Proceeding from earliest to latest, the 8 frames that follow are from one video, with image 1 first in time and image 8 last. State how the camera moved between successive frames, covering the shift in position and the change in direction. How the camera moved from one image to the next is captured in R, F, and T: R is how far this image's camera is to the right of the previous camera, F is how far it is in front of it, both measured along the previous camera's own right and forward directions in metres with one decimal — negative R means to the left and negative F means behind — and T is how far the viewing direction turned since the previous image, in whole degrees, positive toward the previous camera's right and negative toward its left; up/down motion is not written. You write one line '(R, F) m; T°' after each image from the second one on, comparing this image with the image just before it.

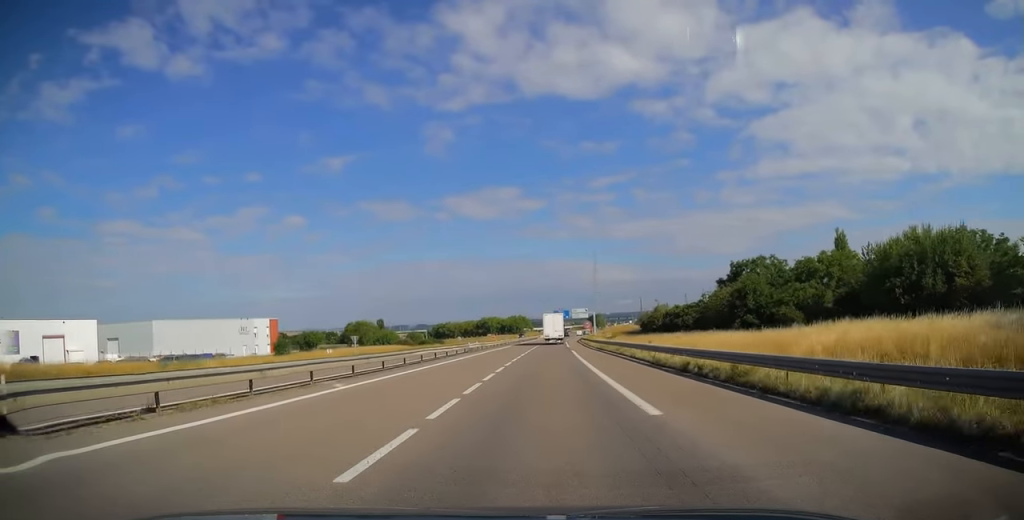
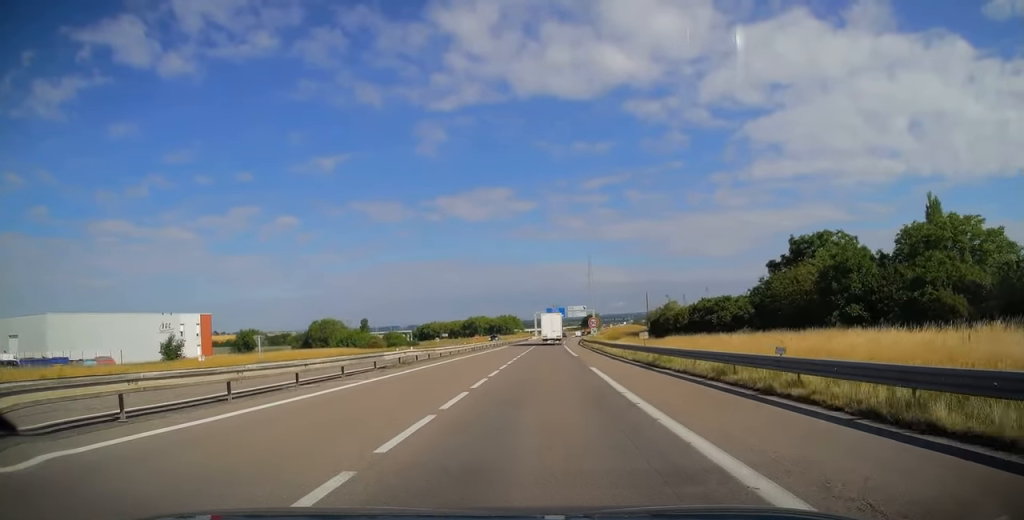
(+0.2, +25.1) m; +1°
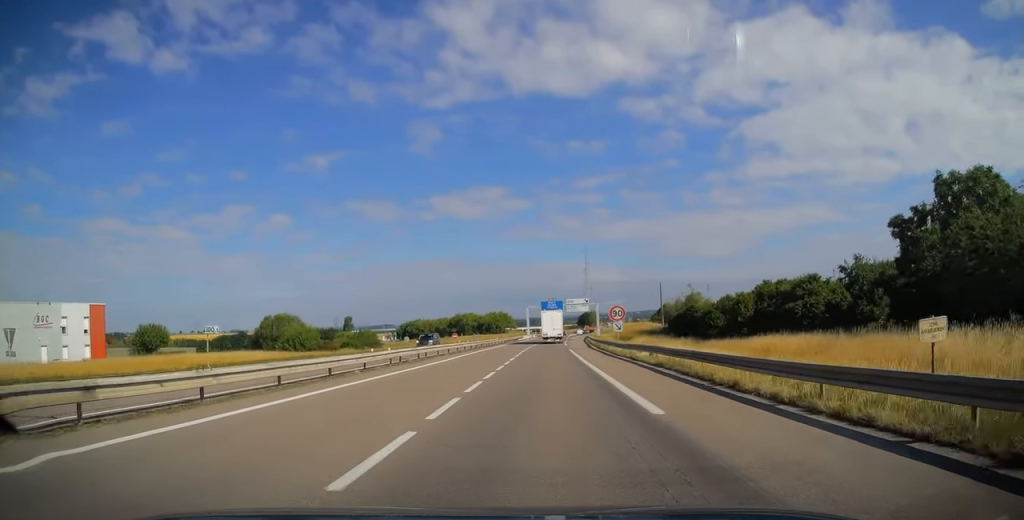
(+0.1, +28.5) m; +1°
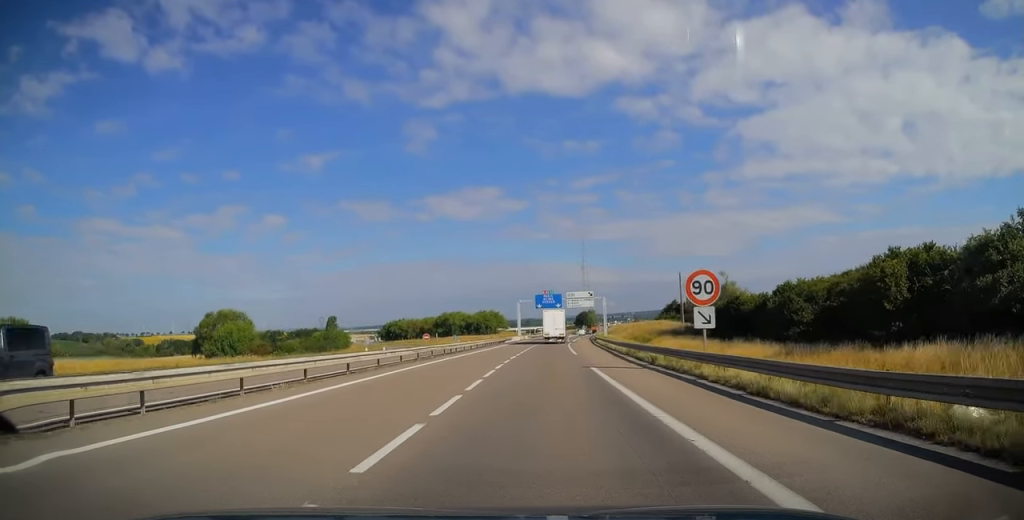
(+0.2, +26.0) m; +1°
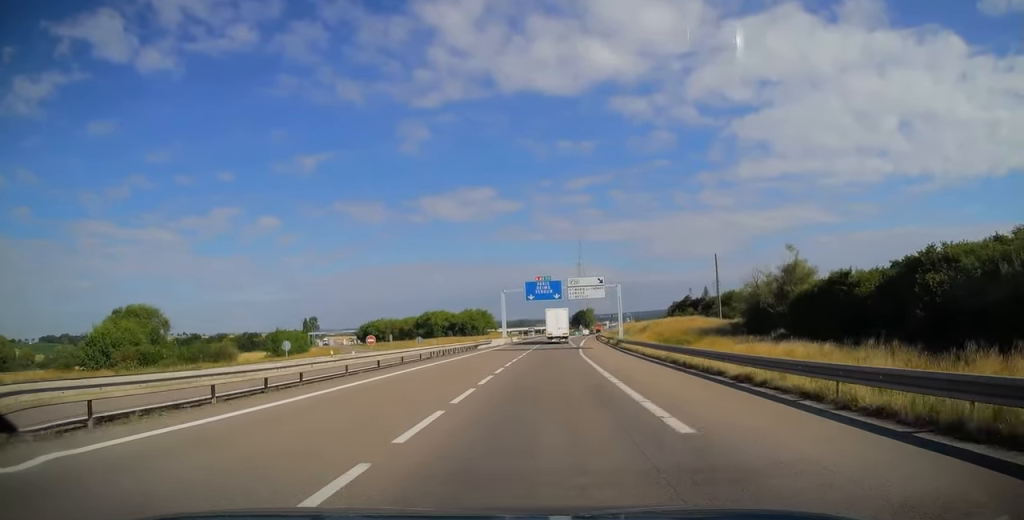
(+0.2, +29.4) m; +1°
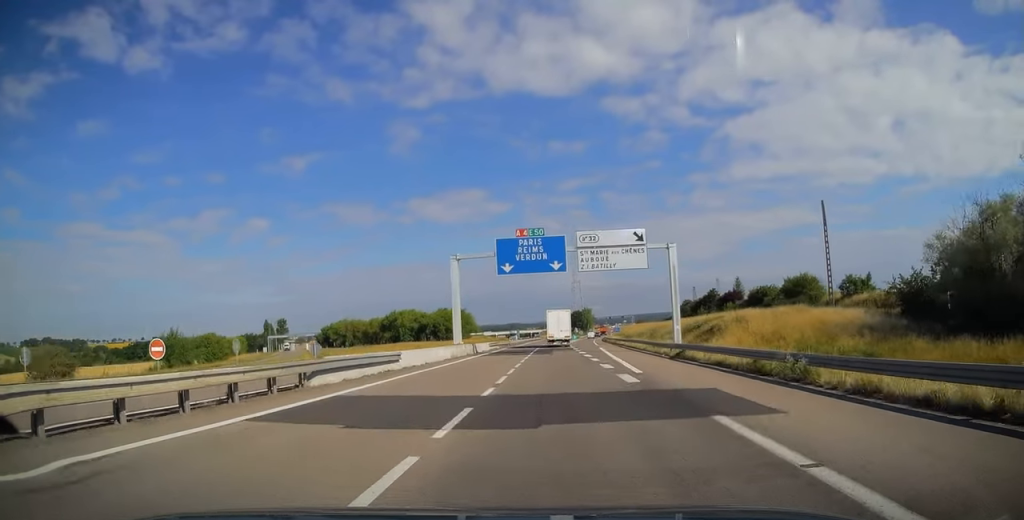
(+0.2, +39.7) m; +1°
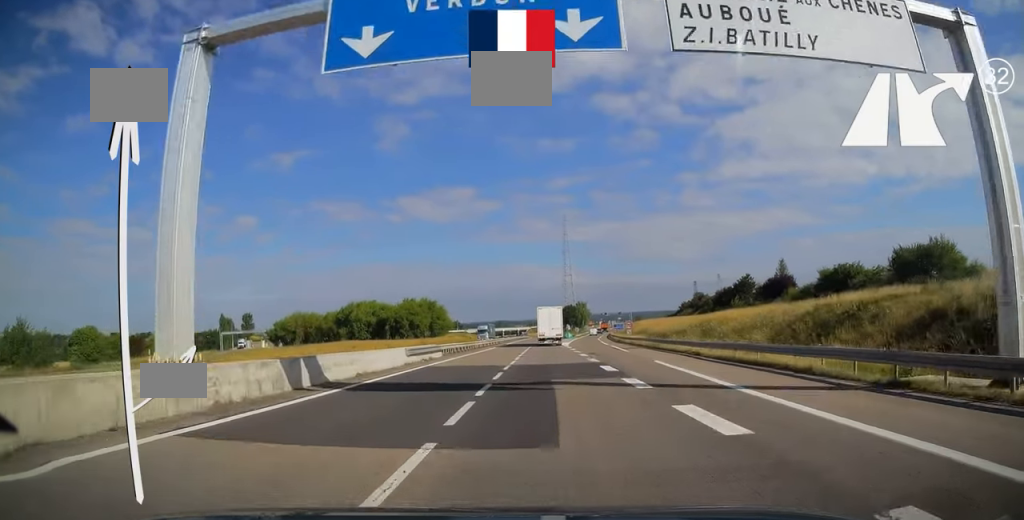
(+0.2, +34.7) m; +1°
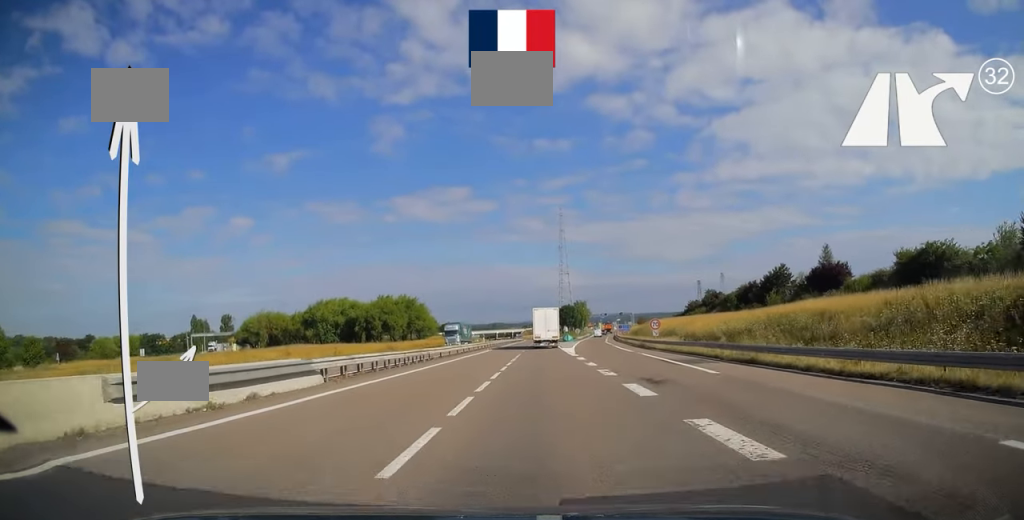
(+0.1, +21.1) m; 0°
